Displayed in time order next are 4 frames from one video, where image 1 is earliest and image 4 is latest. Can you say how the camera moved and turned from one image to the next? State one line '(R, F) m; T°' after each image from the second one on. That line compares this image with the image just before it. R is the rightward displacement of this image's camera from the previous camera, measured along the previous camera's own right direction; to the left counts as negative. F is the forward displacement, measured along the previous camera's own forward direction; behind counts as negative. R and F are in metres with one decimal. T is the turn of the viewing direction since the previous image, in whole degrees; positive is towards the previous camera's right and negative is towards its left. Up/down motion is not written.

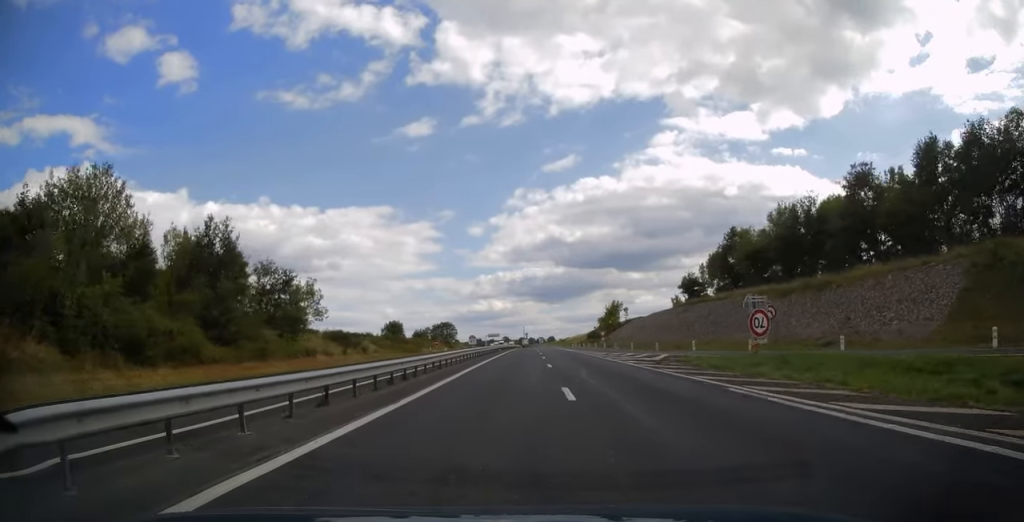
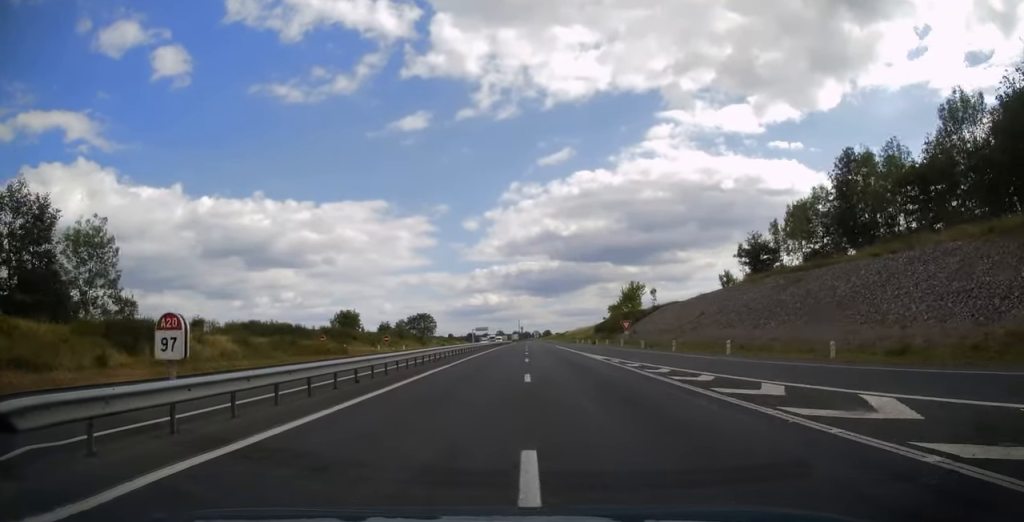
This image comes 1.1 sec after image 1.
(+0.2, +36.4) m; 0°
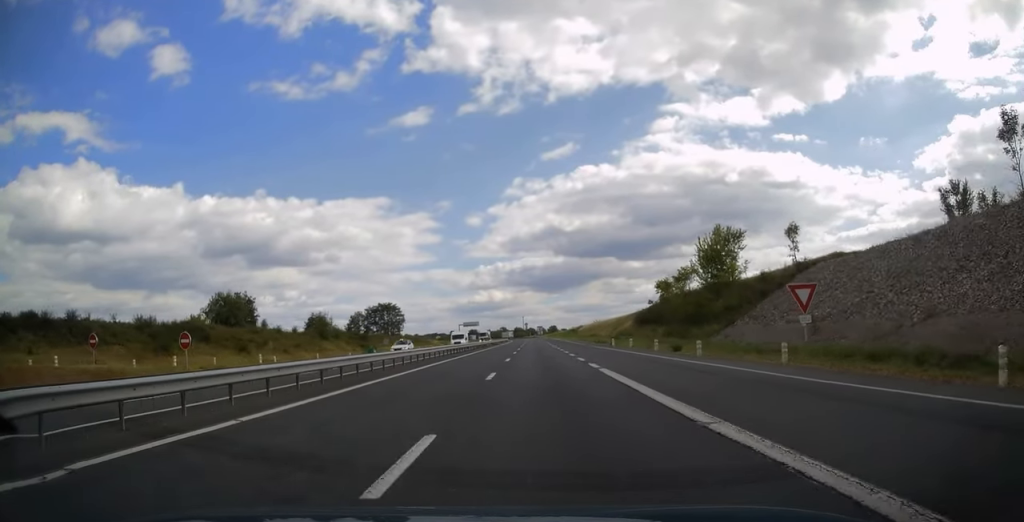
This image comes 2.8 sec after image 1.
(0.0, +52.2) m; 0°
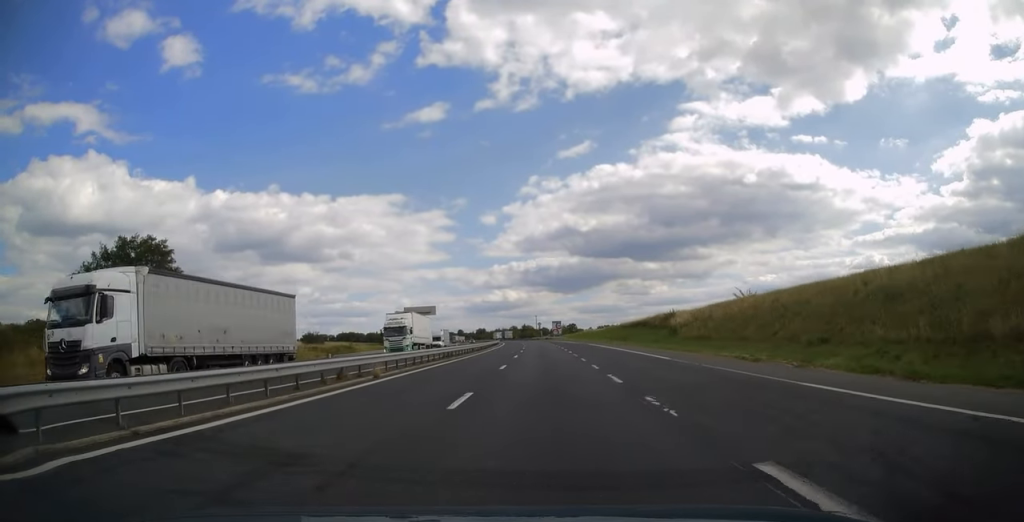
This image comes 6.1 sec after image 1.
(-1.3, +100.3) m; -1°
